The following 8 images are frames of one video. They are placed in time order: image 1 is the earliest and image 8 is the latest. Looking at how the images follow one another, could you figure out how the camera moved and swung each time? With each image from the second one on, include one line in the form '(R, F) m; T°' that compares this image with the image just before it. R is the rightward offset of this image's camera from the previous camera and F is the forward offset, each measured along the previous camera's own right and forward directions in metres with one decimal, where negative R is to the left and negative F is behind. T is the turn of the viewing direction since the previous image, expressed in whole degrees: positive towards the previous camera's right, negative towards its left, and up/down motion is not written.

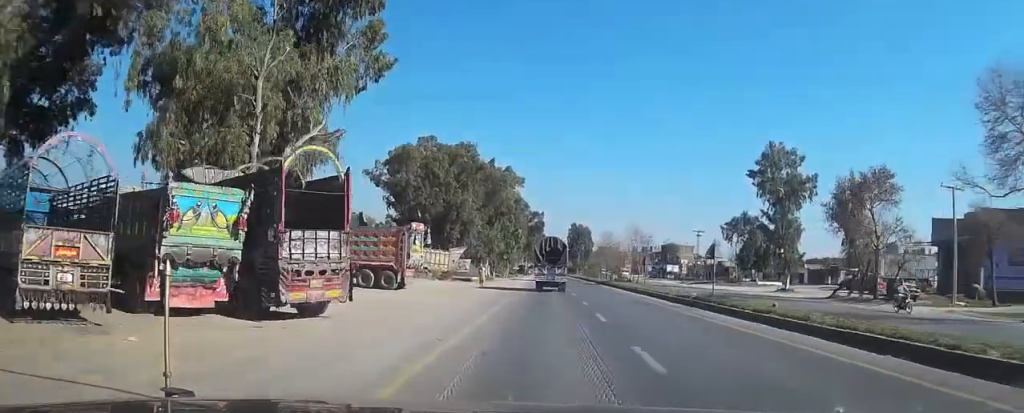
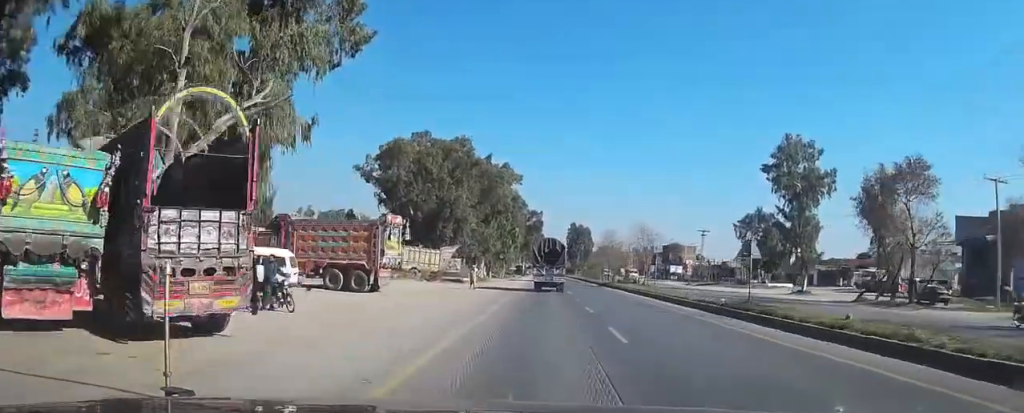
(0.0, +5.3) m; 0°
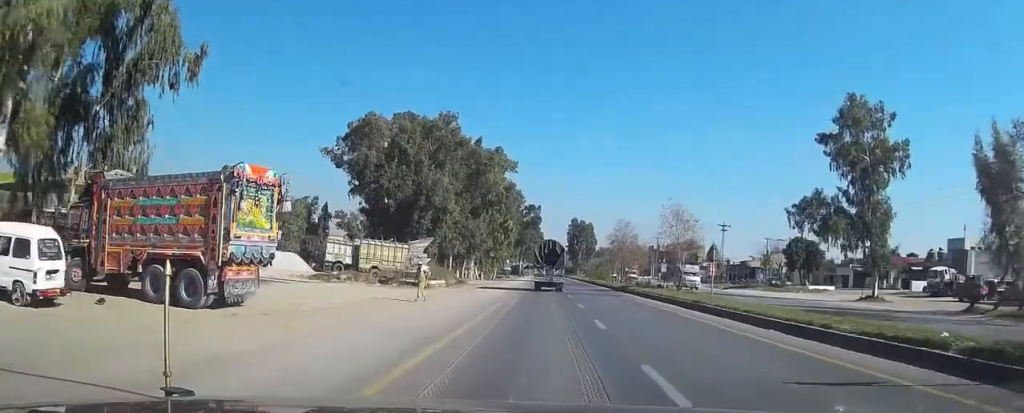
(+0.3, +15.0) m; +2°
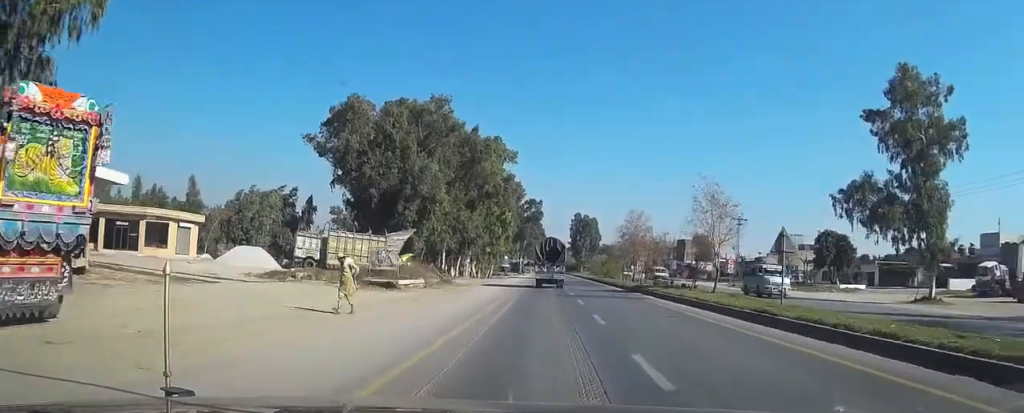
(+0.2, +8.2) m; 0°
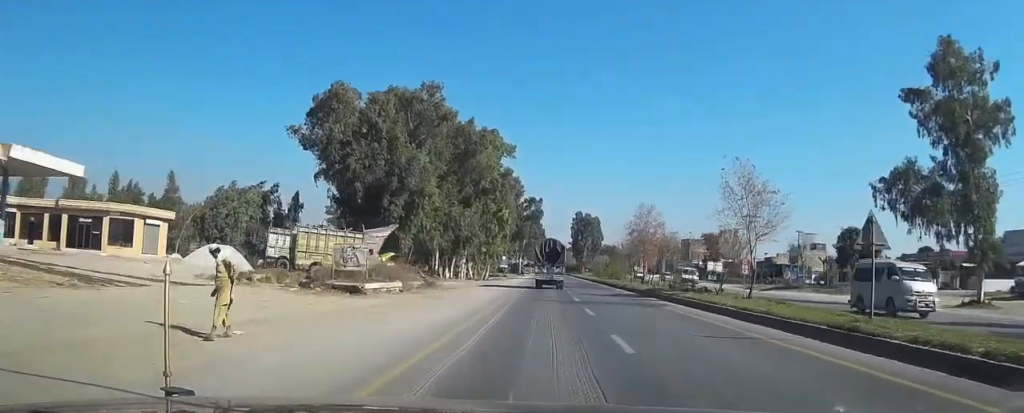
(0.0, +5.8) m; 0°
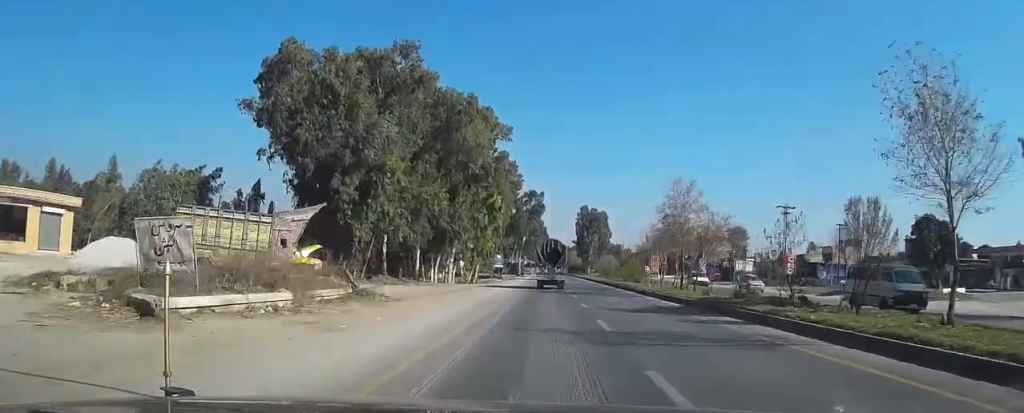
(-0.1, +14.1) m; 0°
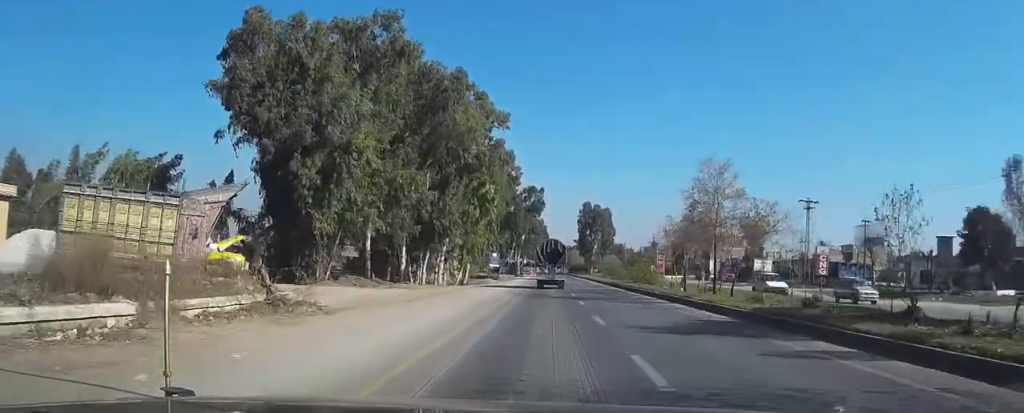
(0.0, +7.2) m; 0°
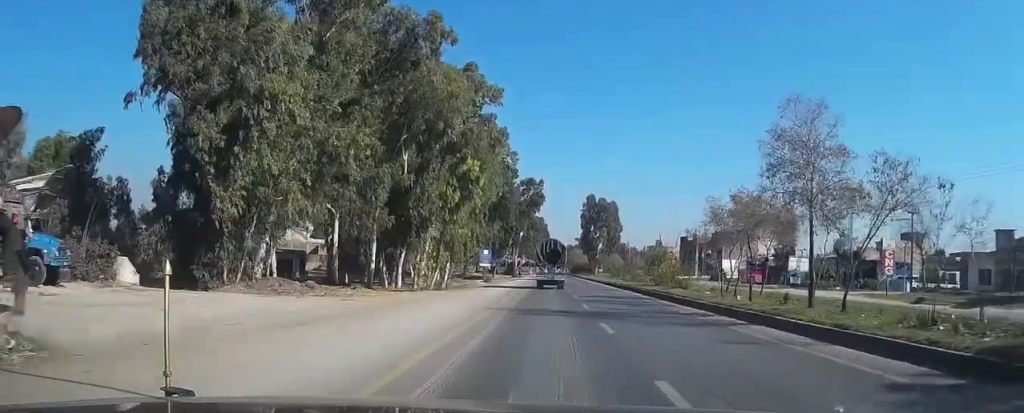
(0.0, +11.6) m; 0°
